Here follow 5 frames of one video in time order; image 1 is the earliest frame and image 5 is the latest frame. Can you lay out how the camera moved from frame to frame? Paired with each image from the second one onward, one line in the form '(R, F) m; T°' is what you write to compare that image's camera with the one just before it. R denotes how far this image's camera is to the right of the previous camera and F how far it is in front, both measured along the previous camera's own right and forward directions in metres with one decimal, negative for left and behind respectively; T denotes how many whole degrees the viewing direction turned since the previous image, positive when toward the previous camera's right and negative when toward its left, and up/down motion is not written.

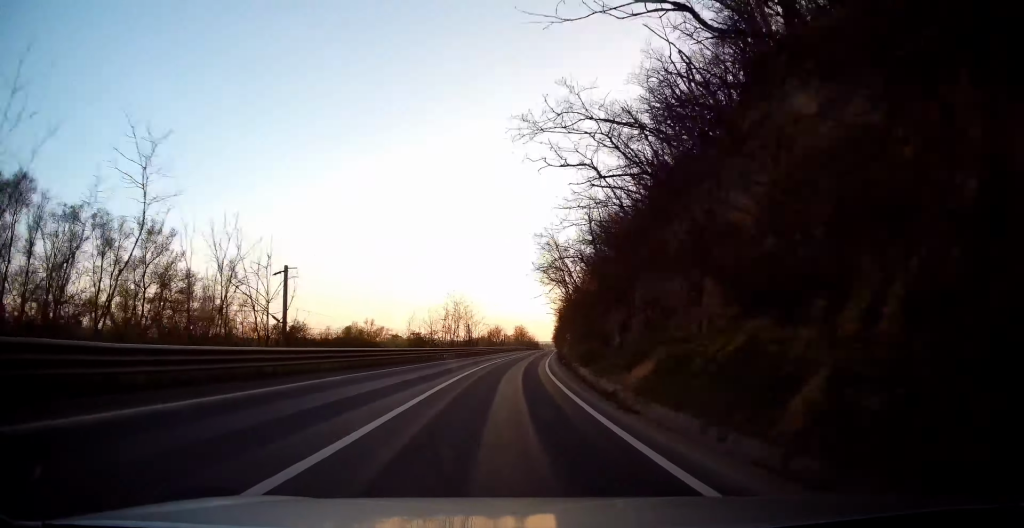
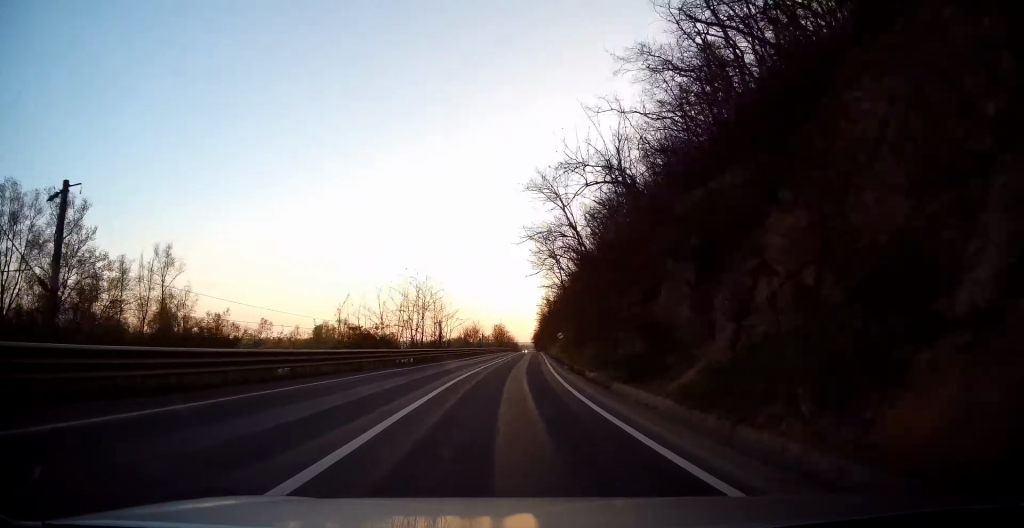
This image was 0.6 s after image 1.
(+0.1, +15.0) m; +2°
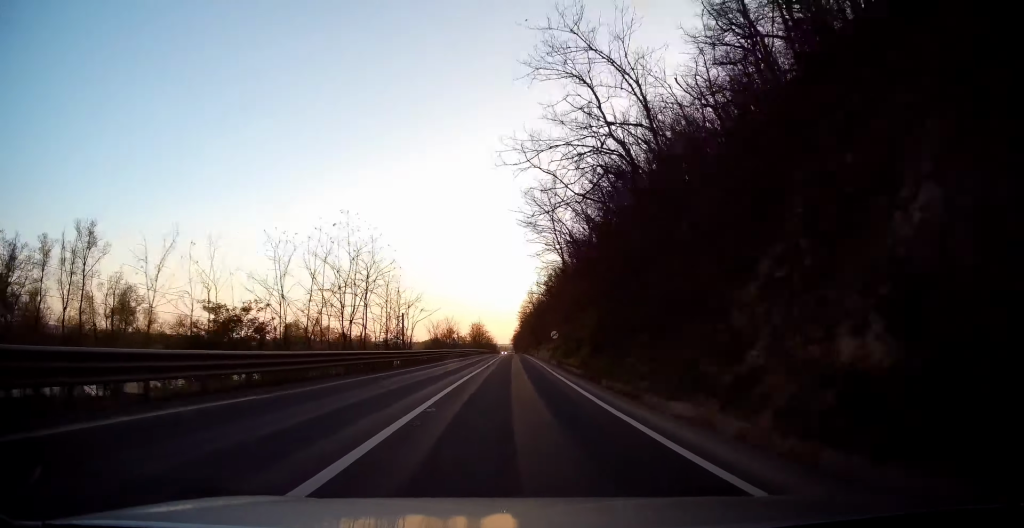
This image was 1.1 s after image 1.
(+0.5, +15.2) m; +3°
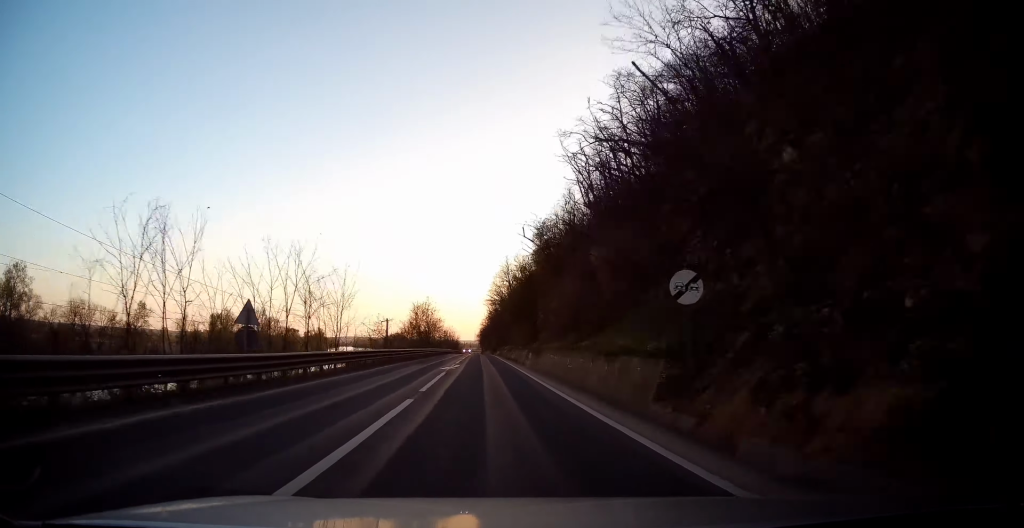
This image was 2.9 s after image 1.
(+2.9, +47.6) m; +5°
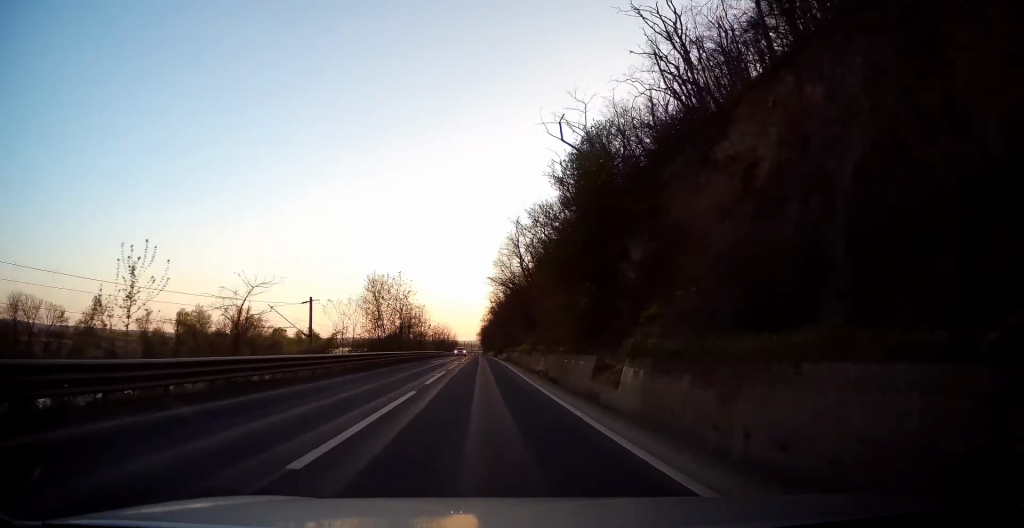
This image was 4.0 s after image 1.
(0.0, +30.6) m; 0°
